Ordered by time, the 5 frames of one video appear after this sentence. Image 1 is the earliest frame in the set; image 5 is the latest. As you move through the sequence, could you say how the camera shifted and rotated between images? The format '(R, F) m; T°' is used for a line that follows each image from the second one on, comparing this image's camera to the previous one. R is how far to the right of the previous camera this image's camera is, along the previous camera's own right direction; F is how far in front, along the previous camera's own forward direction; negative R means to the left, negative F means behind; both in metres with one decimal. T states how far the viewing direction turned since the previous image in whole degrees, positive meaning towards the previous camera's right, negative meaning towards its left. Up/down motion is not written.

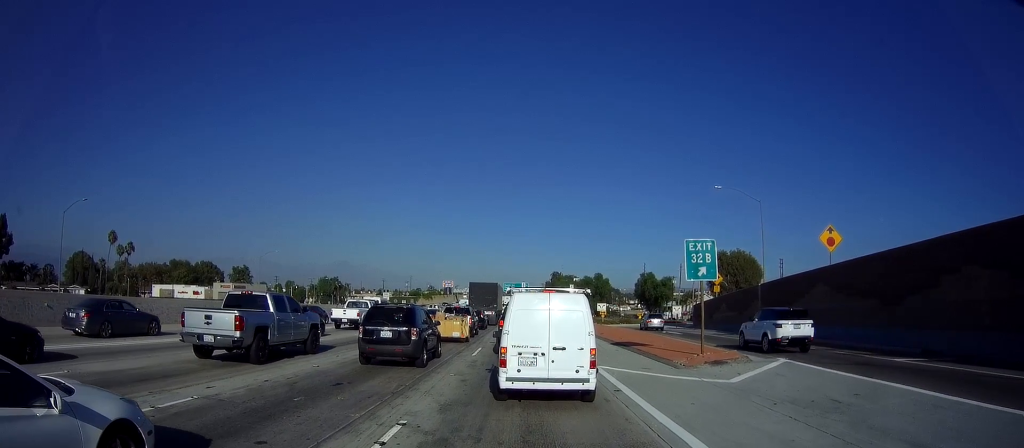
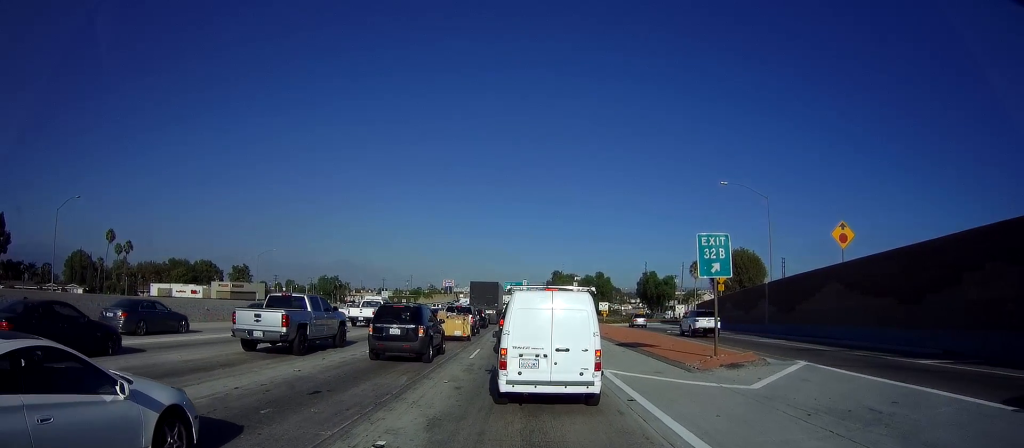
(-0.1, +0.9) m; 0°
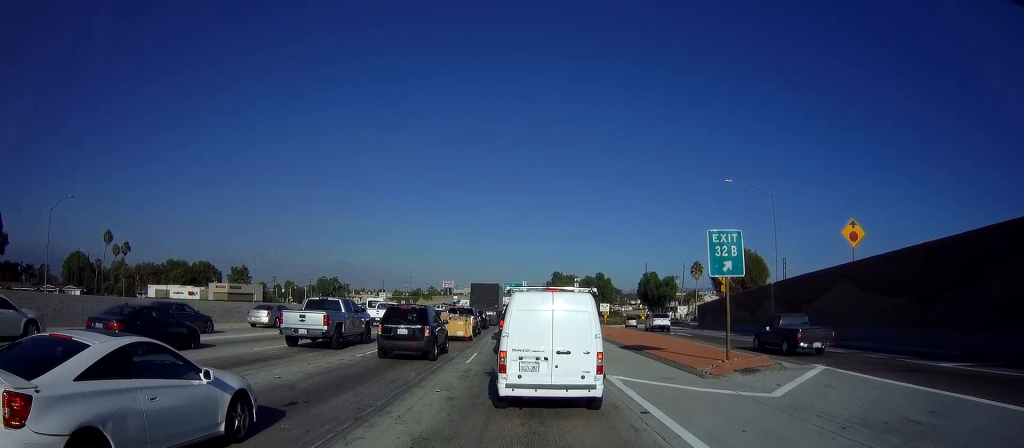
(-0.1, +1.1) m; 0°
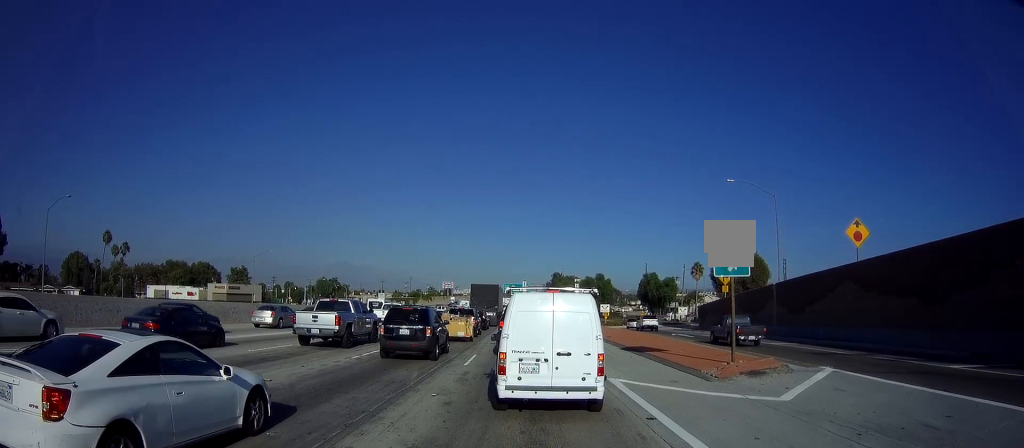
(+0.1, +0.5) m; 0°
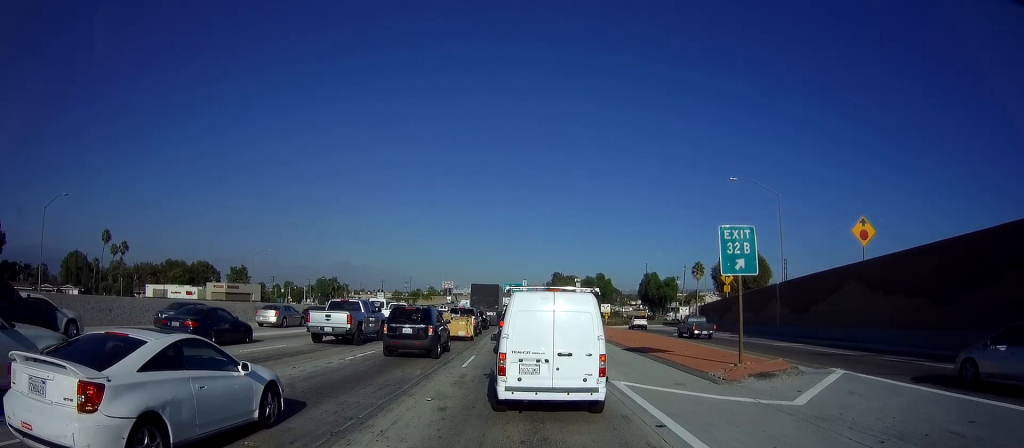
(0.0, +0.7) m; 0°
